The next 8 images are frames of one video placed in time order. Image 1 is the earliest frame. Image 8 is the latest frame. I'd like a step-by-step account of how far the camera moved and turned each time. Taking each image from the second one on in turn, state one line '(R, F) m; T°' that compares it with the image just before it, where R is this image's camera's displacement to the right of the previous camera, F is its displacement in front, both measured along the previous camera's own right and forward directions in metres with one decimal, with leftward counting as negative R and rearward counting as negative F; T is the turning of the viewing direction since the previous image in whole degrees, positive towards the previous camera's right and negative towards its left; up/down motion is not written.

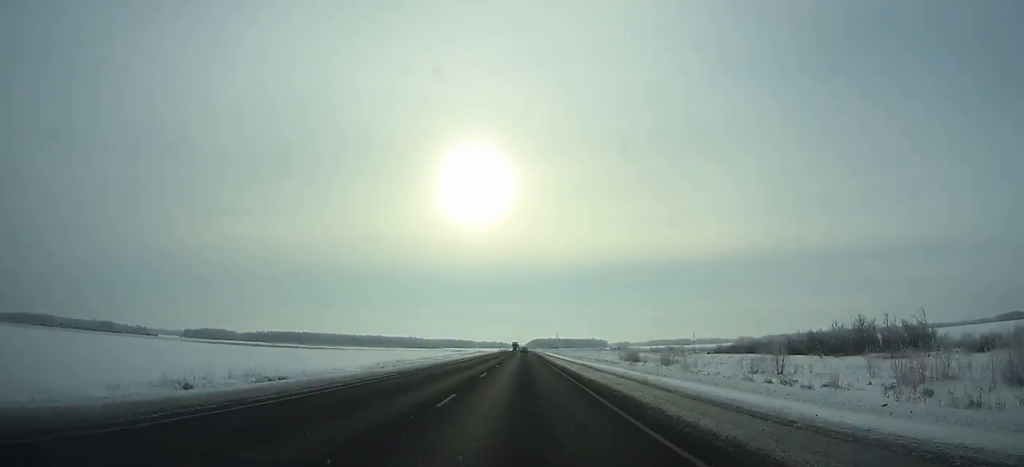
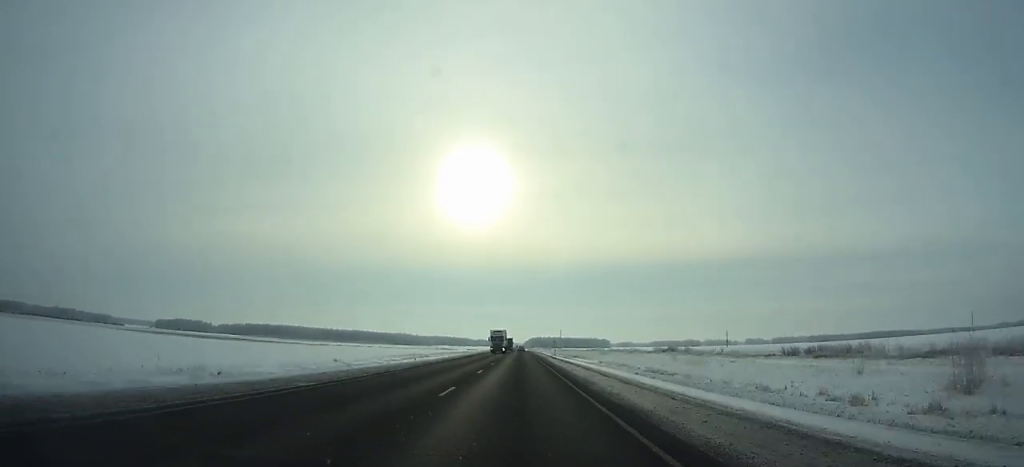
(+0.1, +93.9) m; 0°
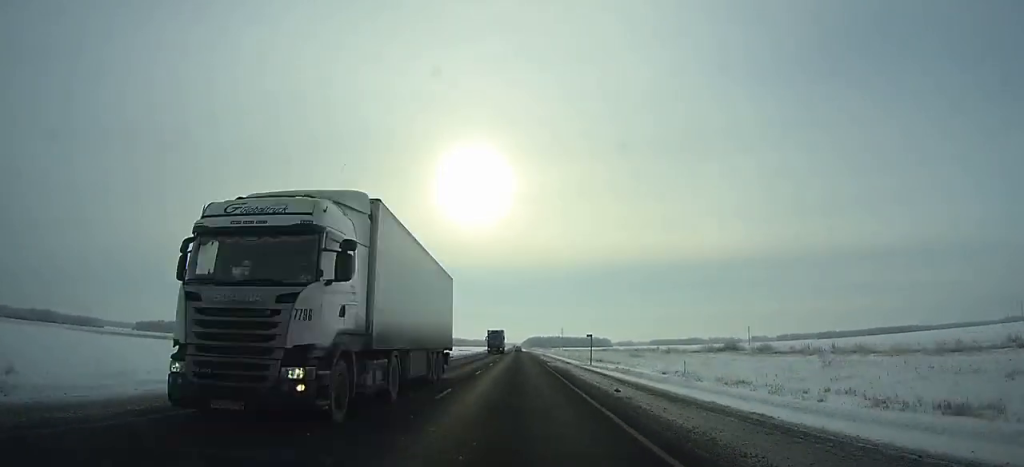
(0.0, +48.4) m; 0°
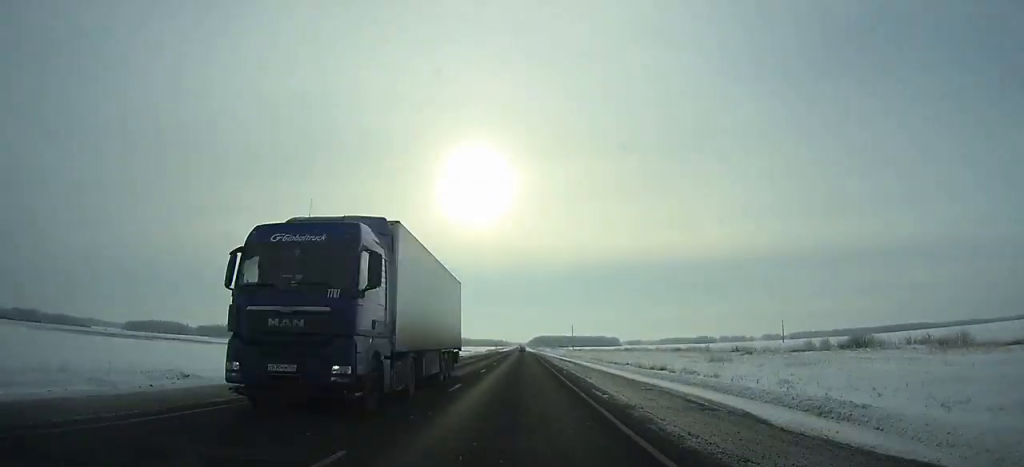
(-0.2, +45.7) m; 0°
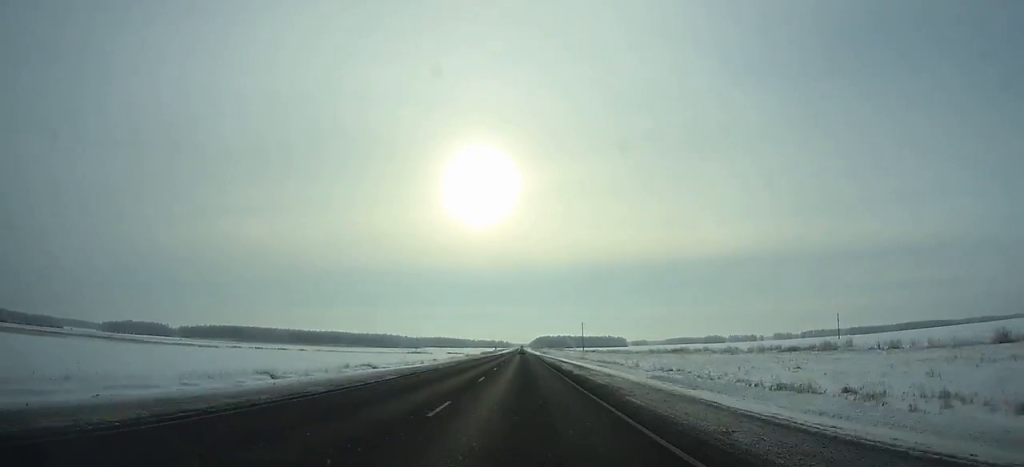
(-0.1, +64.6) m; 0°
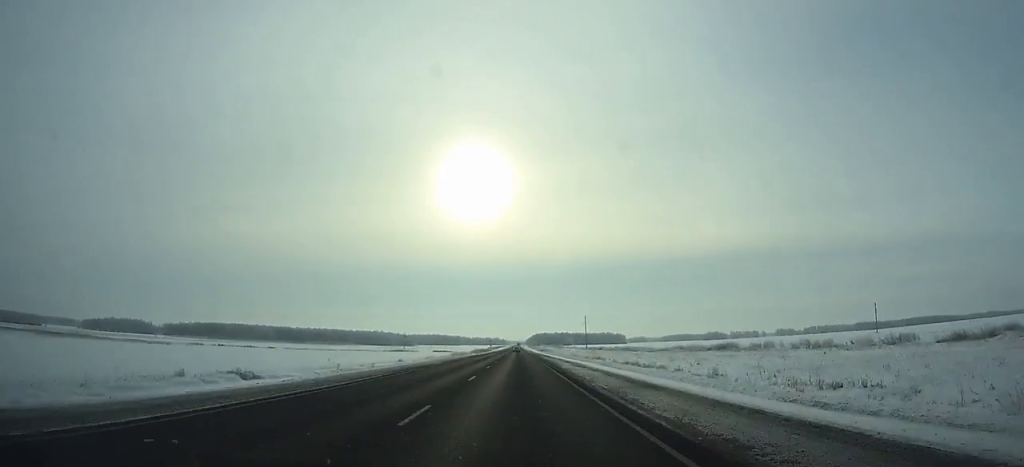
(0.0, +37.7) m; 0°
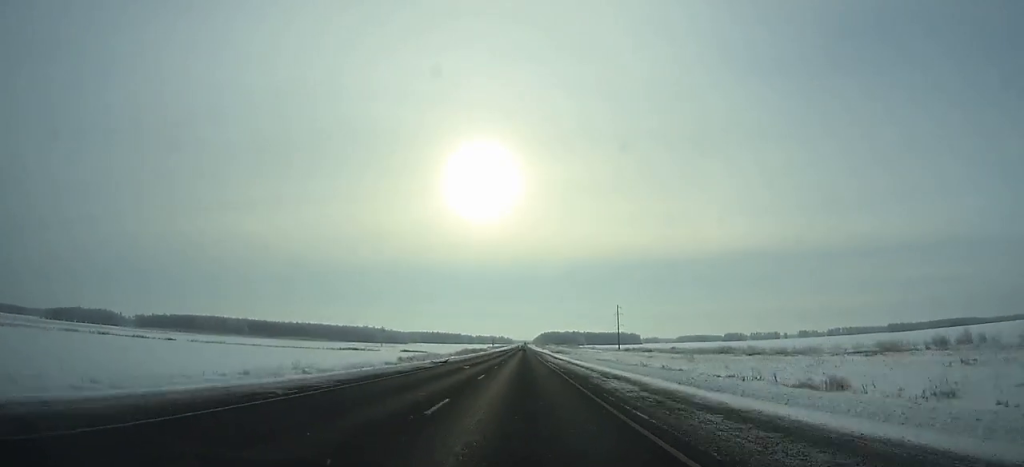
(0.0, +94.1) m; 0°
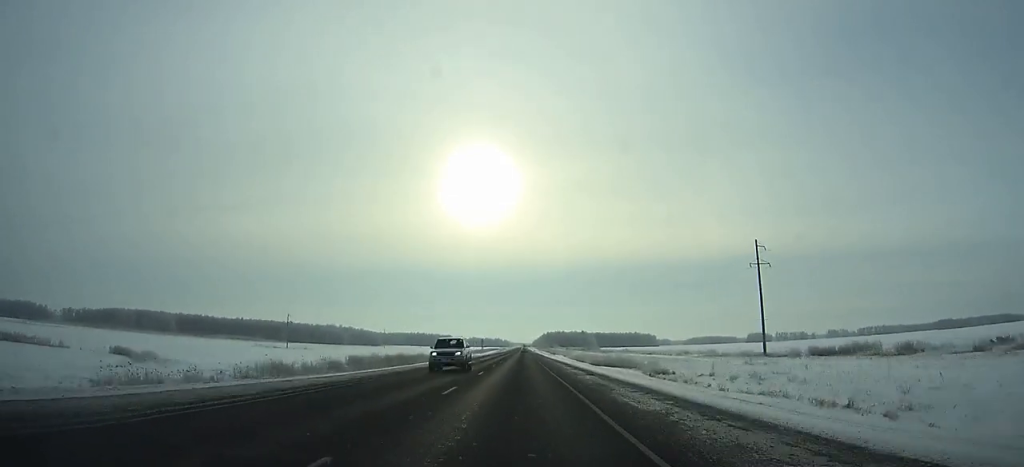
(+0.1, +149.8) m; 0°
